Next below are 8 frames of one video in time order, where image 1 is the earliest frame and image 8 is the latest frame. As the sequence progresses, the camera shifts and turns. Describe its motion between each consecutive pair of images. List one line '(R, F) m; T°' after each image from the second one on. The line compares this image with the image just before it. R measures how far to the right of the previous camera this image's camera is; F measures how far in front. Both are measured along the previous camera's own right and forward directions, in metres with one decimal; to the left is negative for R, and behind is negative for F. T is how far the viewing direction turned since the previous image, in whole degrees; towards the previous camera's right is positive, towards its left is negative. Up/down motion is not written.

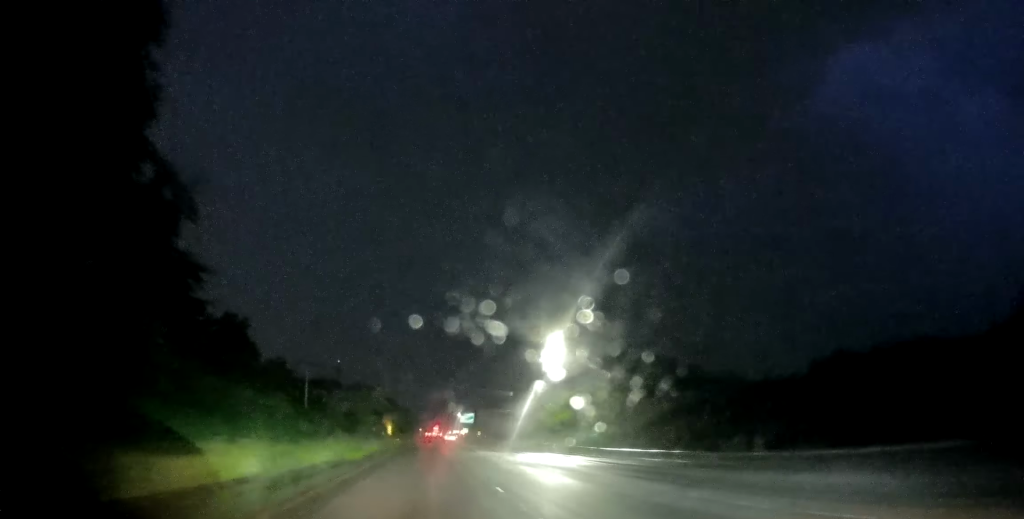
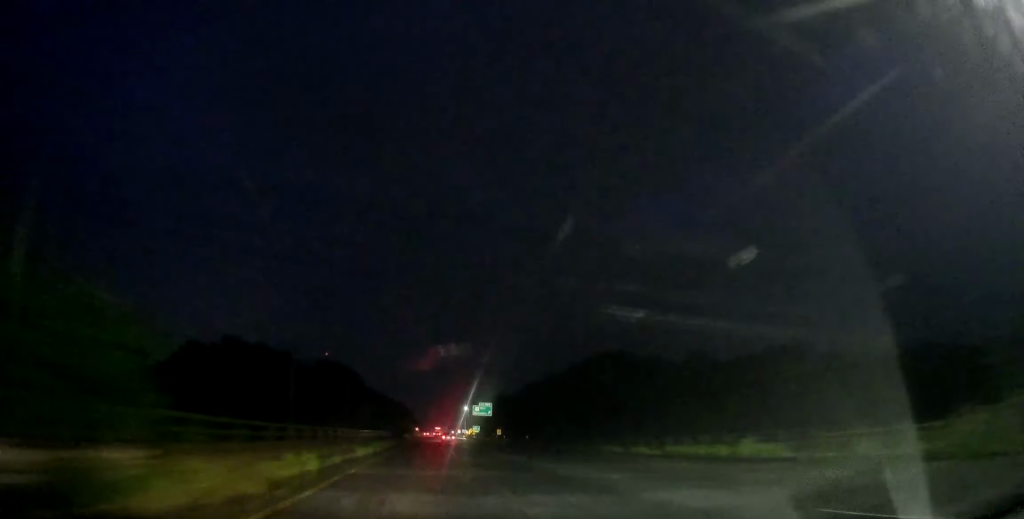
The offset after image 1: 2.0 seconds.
(+0.8, +64.6) m; +1°
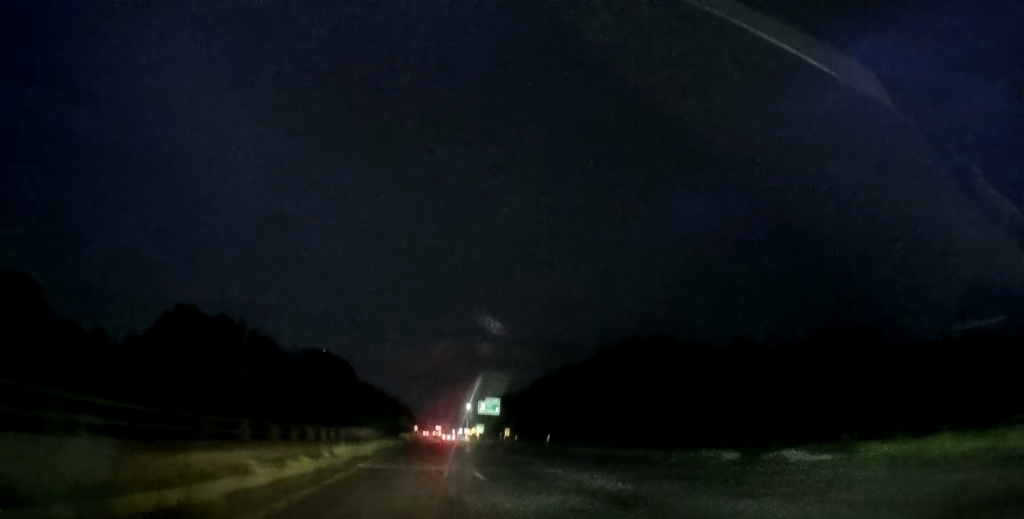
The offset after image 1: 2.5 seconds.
(0.0, +16.2) m; 0°
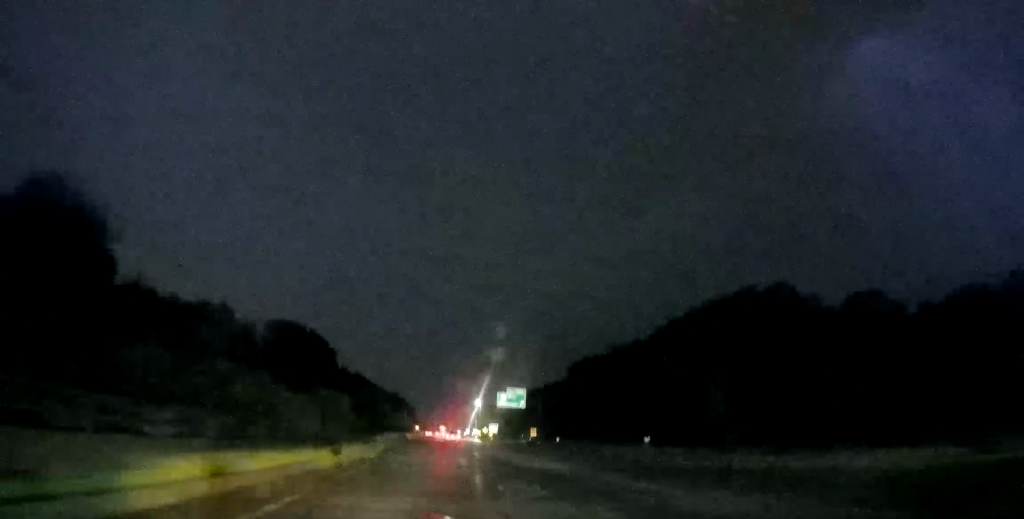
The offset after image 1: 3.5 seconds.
(0.0, +31.1) m; 0°
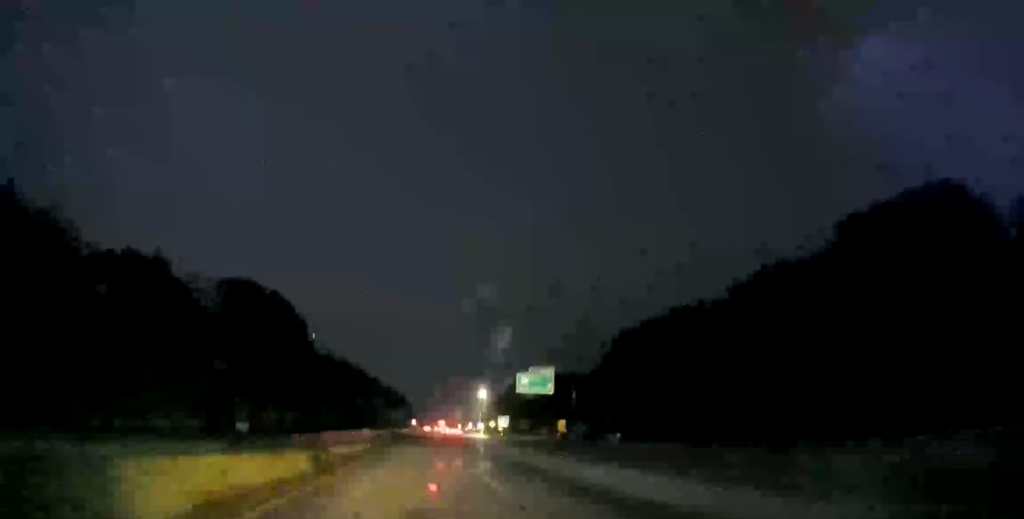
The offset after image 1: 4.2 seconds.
(0.0, +23.5) m; 0°
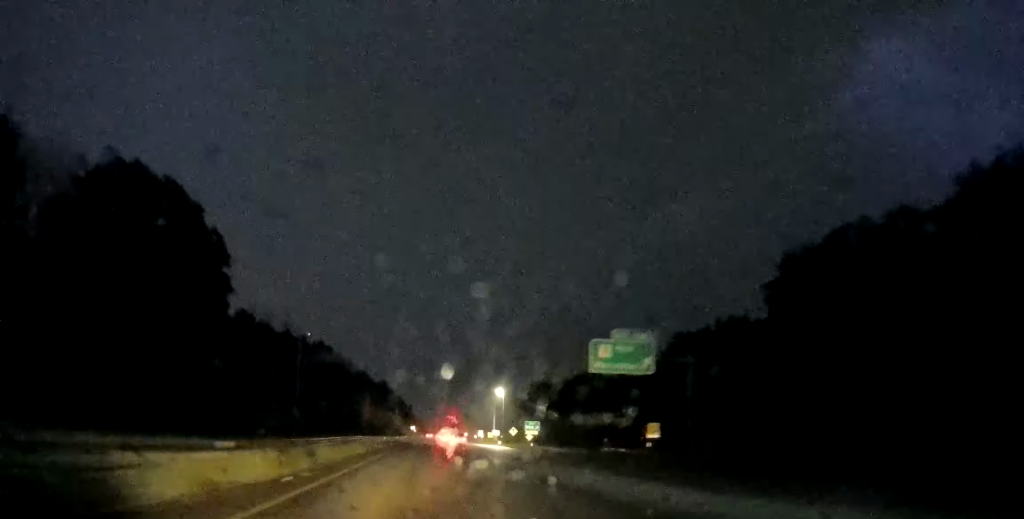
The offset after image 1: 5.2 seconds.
(0.0, +33.2) m; 0°
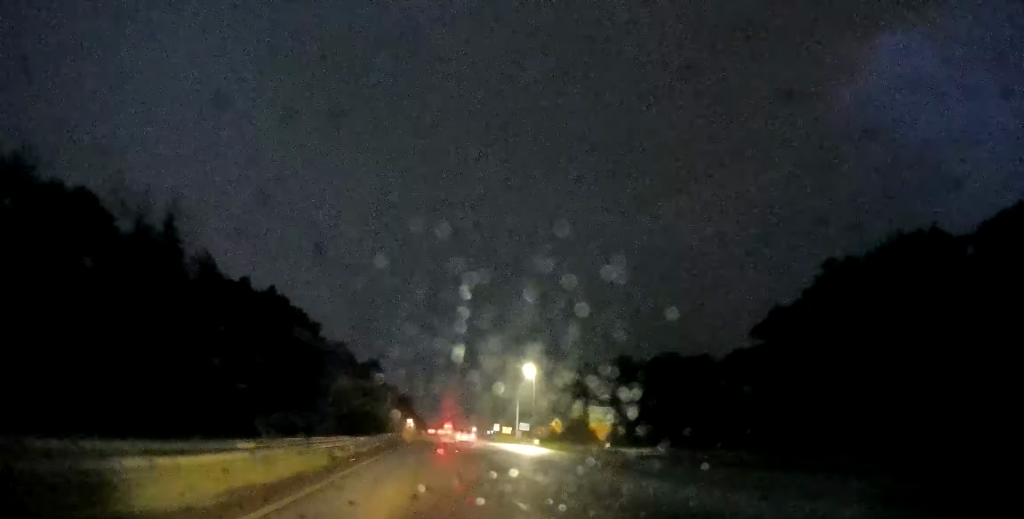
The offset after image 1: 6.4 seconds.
(0.0, +37.3) m; 0°
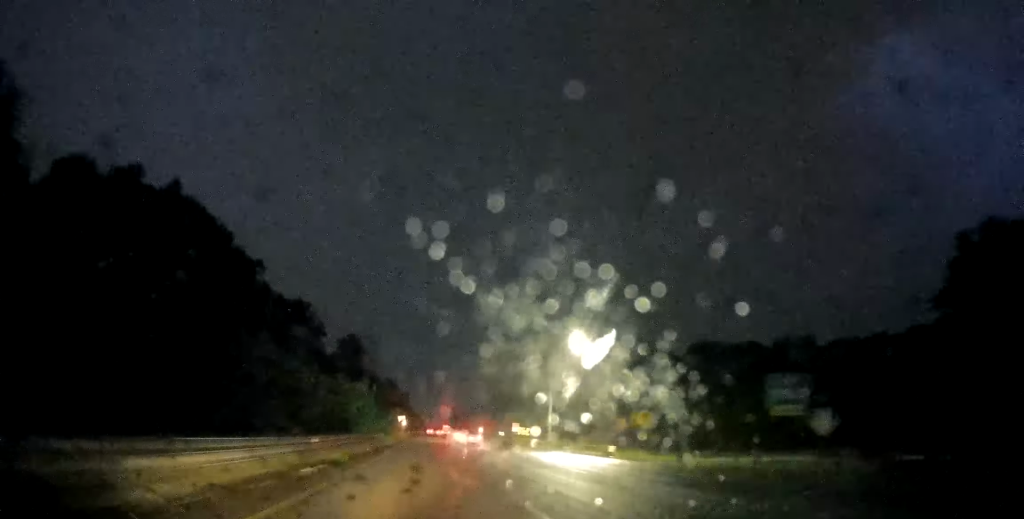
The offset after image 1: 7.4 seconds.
(0.0, +32.1) m; 0°
